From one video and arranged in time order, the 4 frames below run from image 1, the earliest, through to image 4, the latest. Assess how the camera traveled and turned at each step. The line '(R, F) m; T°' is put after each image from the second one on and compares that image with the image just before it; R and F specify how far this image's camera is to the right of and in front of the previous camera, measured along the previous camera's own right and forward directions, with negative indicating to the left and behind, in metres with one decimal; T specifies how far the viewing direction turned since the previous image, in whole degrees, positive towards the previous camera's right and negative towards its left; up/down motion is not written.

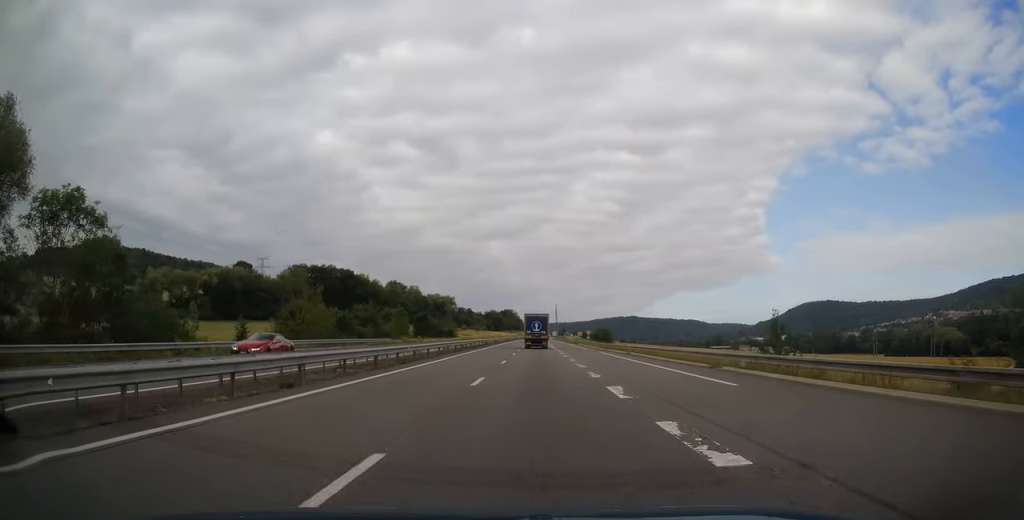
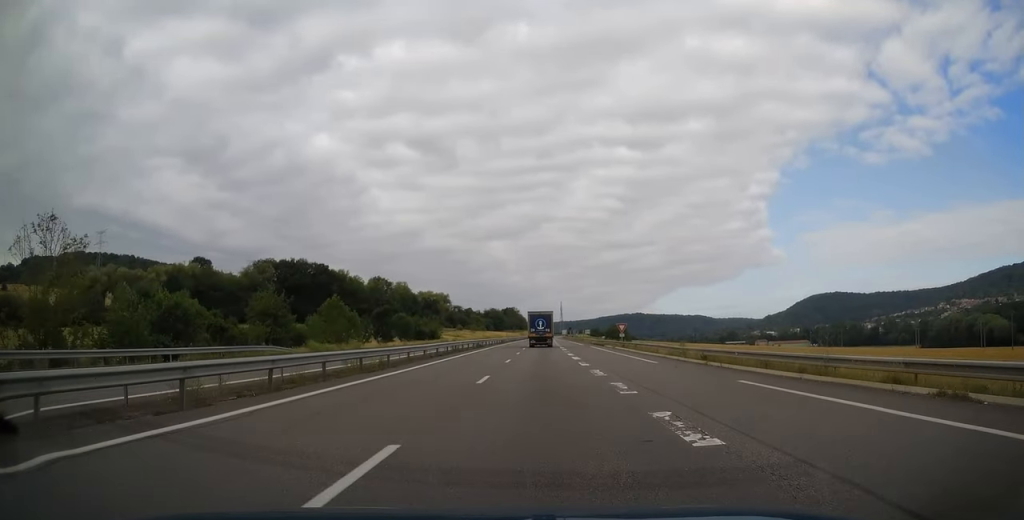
(-0.6, +38.1) m; -1°
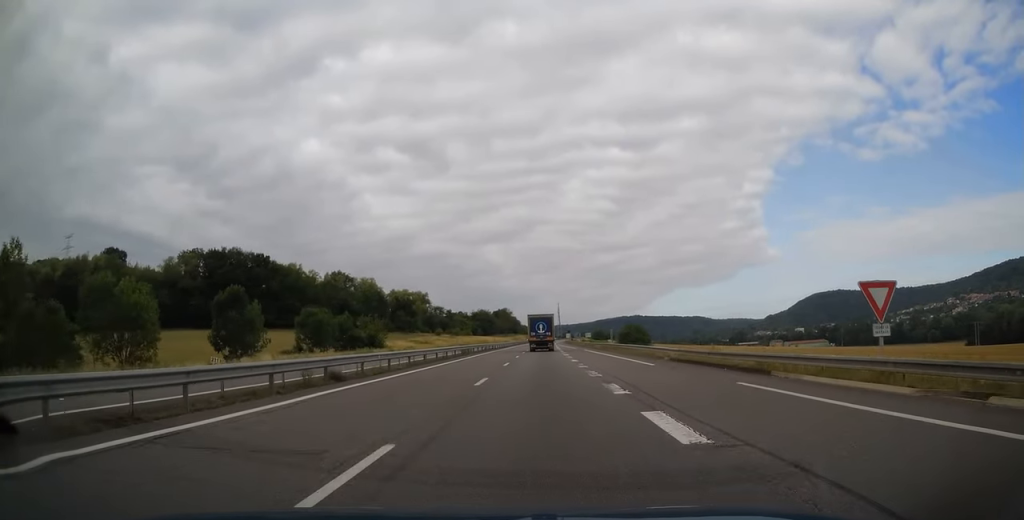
(+0.7, +51.6) m; +1°
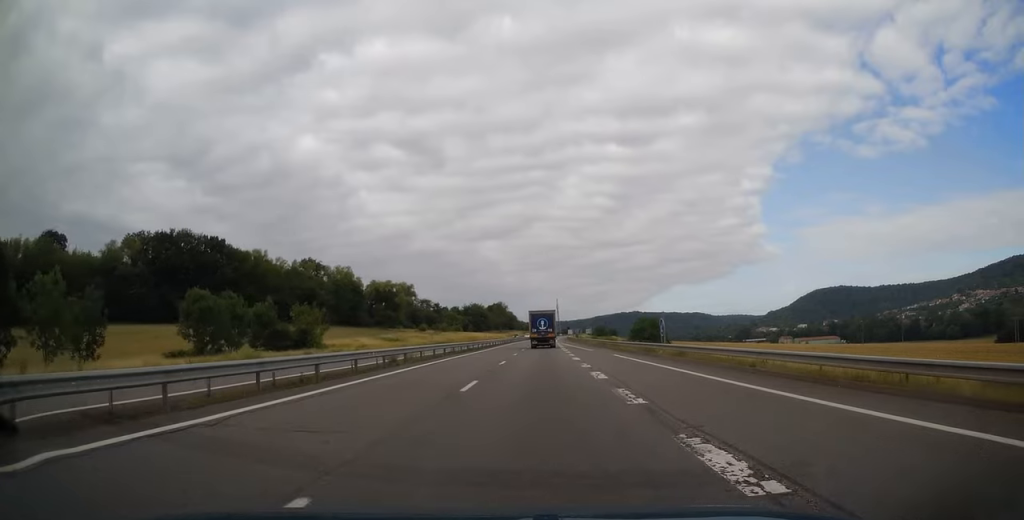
(-0.2, +28.7) m; 0°
